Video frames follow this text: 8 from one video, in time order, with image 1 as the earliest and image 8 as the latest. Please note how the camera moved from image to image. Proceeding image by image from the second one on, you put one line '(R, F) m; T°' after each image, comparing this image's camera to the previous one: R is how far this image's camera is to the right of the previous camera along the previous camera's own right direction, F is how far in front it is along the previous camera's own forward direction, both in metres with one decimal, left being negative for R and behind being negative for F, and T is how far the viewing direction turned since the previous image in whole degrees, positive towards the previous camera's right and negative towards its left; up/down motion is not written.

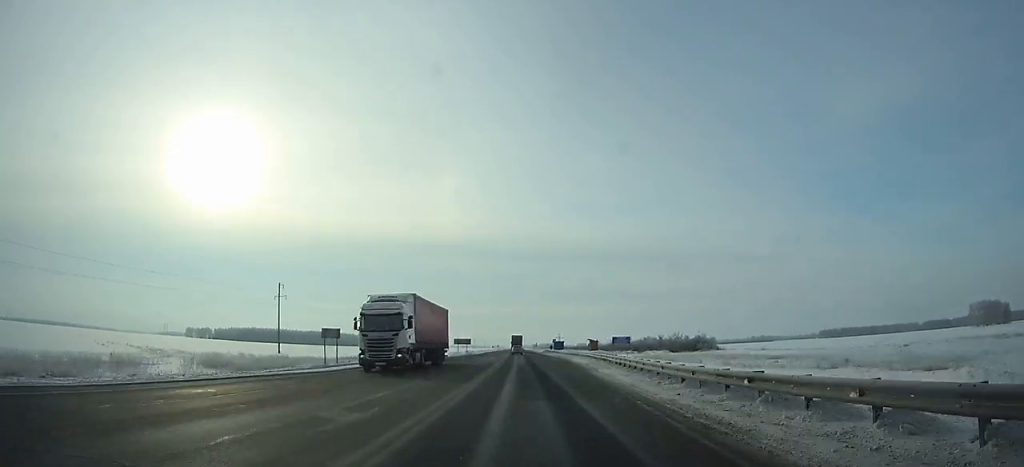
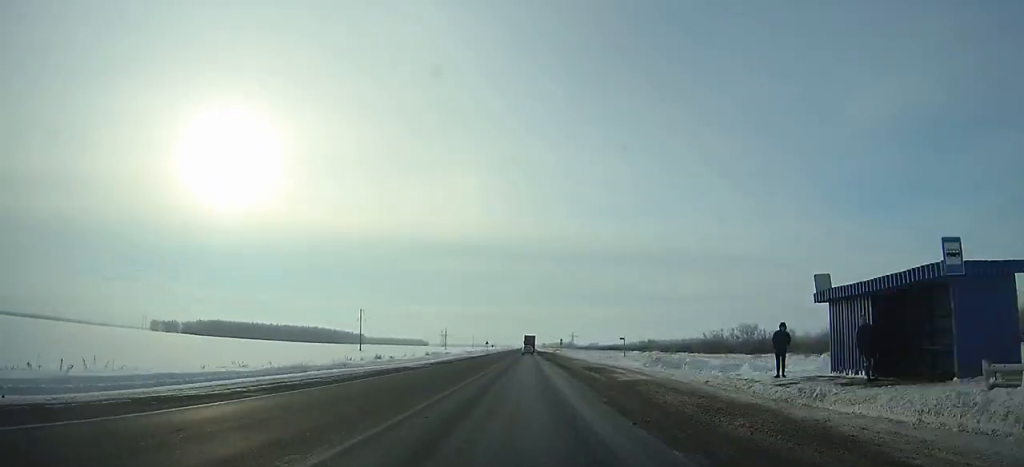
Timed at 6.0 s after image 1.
(-0.8, +130.4) m; 0°
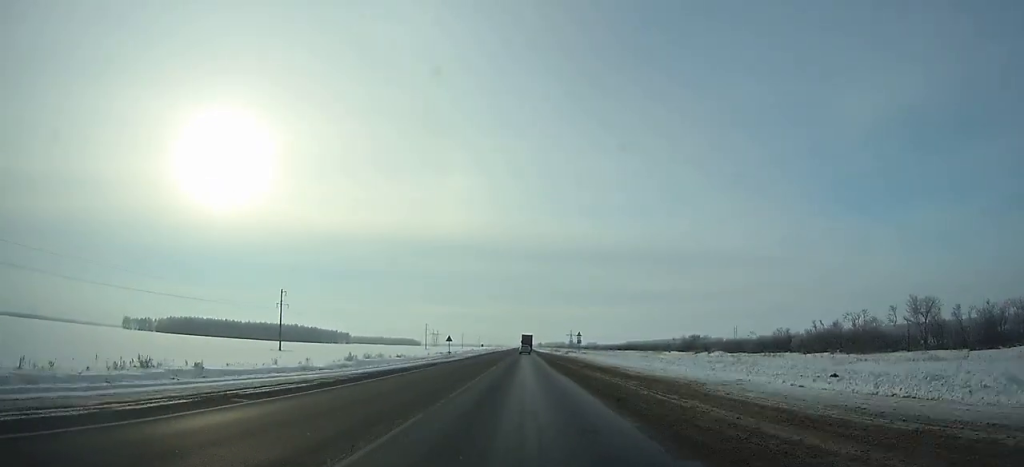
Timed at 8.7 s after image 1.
(0.0, +59.4) m; 0°
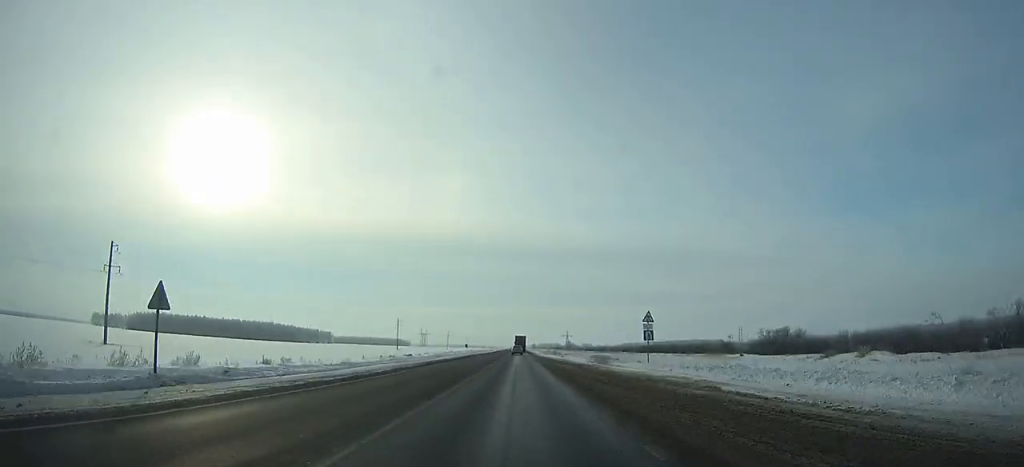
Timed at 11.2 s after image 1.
(+0.2, +55.5) m; 0°
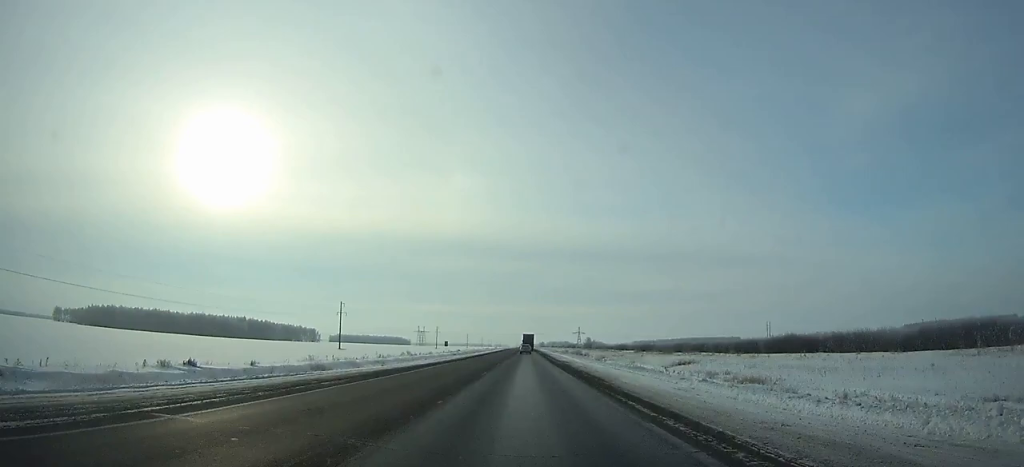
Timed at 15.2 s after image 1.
(-0.2, +89.6) m; 0°
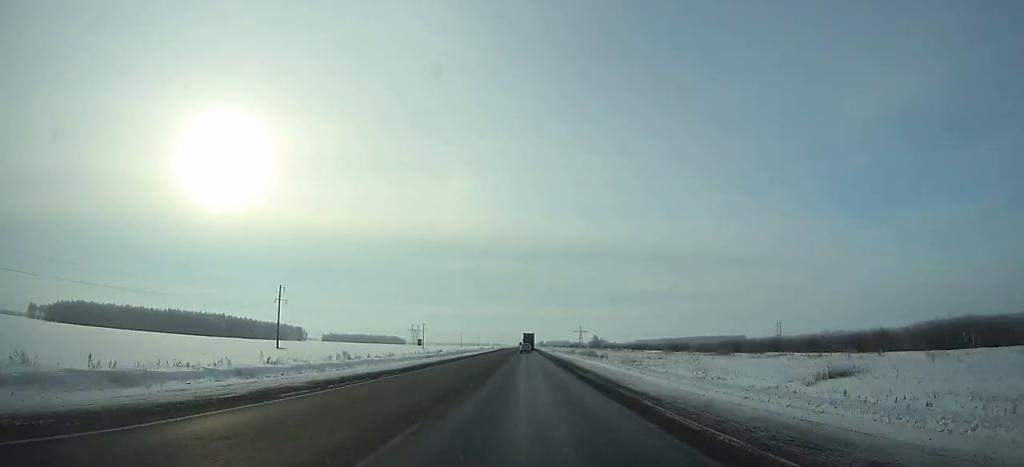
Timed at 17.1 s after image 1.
(+0.1, +43.2) m; 0°
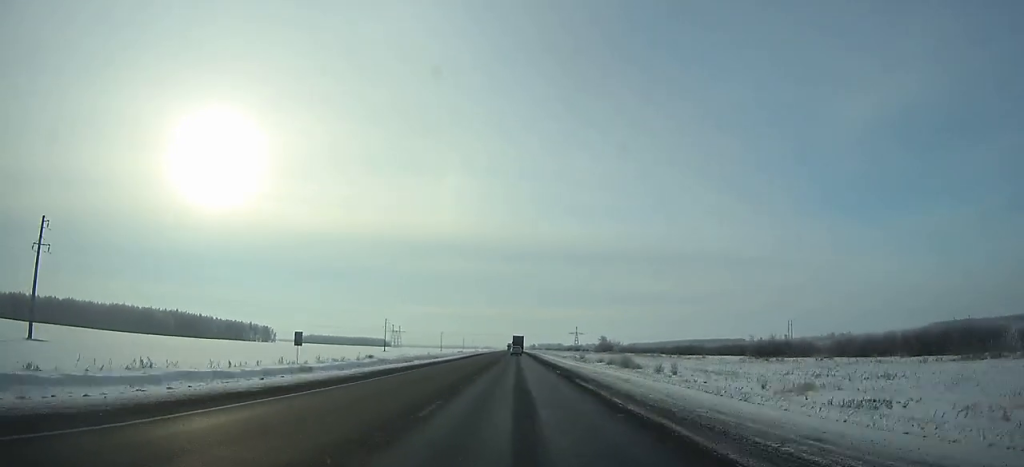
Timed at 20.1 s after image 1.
(+0.4, +69.2) m; 0°
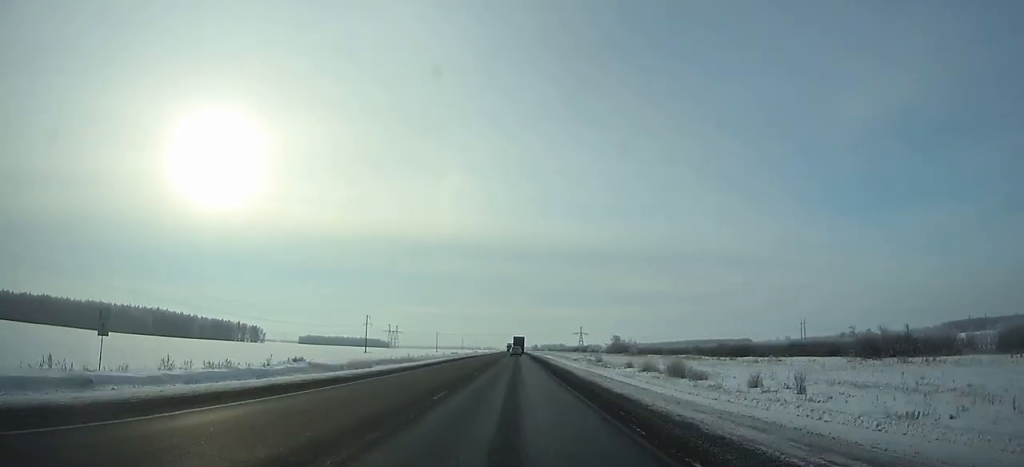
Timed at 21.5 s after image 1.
(0.0, +32.8) m; 0°
